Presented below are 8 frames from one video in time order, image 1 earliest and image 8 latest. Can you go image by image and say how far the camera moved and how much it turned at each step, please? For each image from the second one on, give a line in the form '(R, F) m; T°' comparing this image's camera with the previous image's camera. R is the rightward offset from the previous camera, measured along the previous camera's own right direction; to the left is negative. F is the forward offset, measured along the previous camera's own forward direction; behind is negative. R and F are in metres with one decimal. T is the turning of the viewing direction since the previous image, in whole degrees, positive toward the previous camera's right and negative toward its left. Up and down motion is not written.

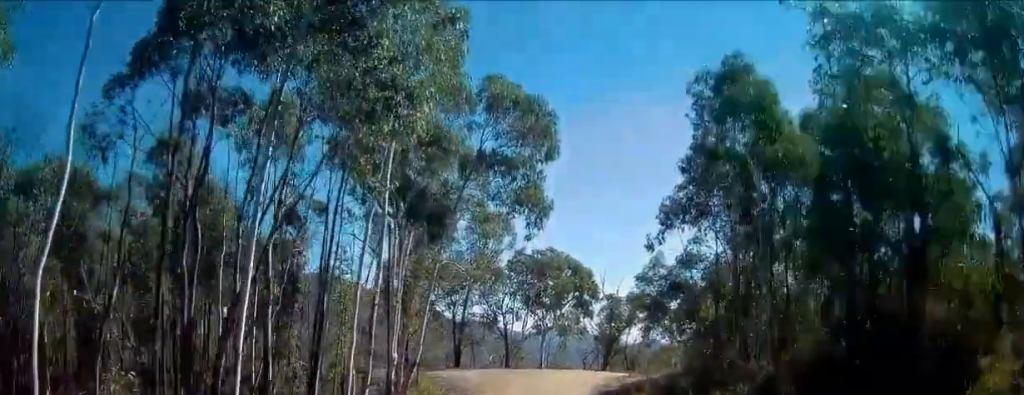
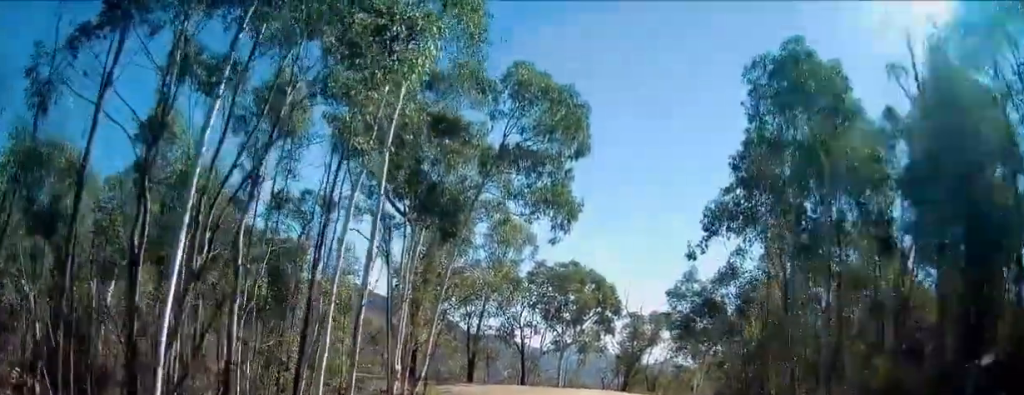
(-0.2, +2.0) m; 0°
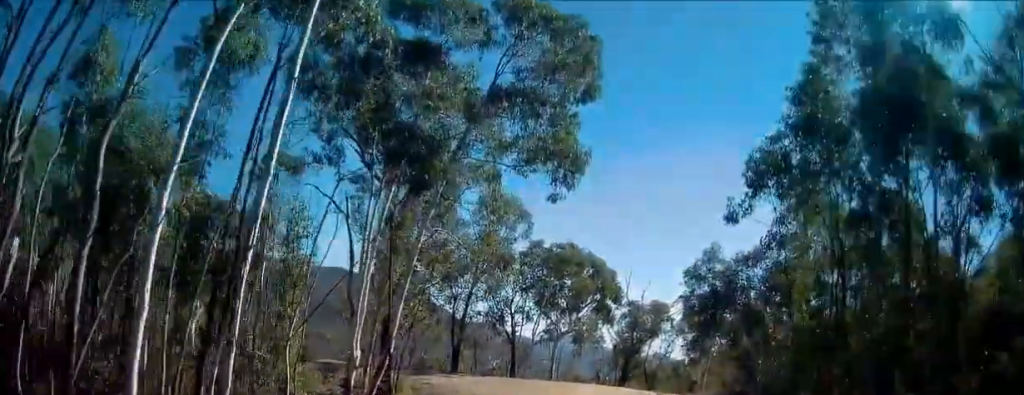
(-0.1, +3.3) m; +6°
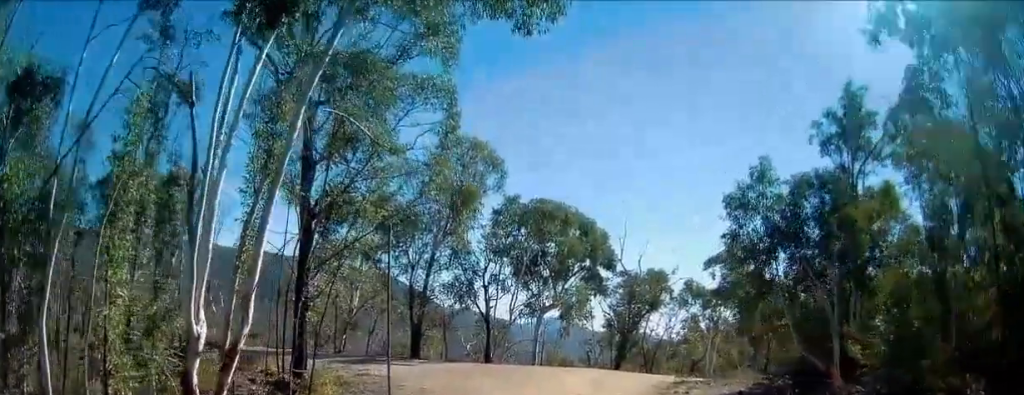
(+1.0, +6.6) m; +2°
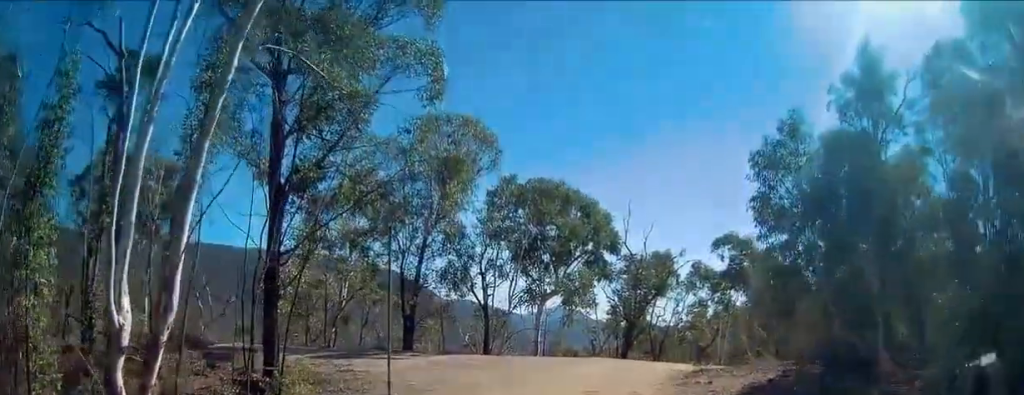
(-0.2, +1.9) m; -2°
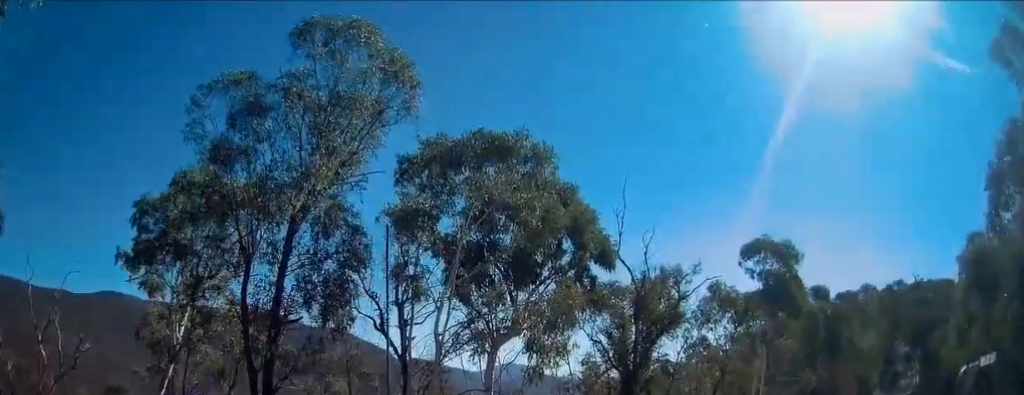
(-1.1, +13.5) m; +2°
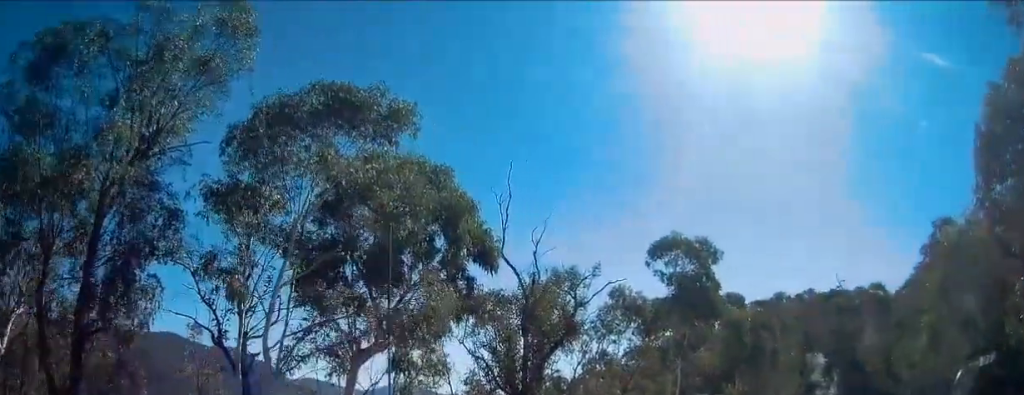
(+0.6, +4.4) m; +10°
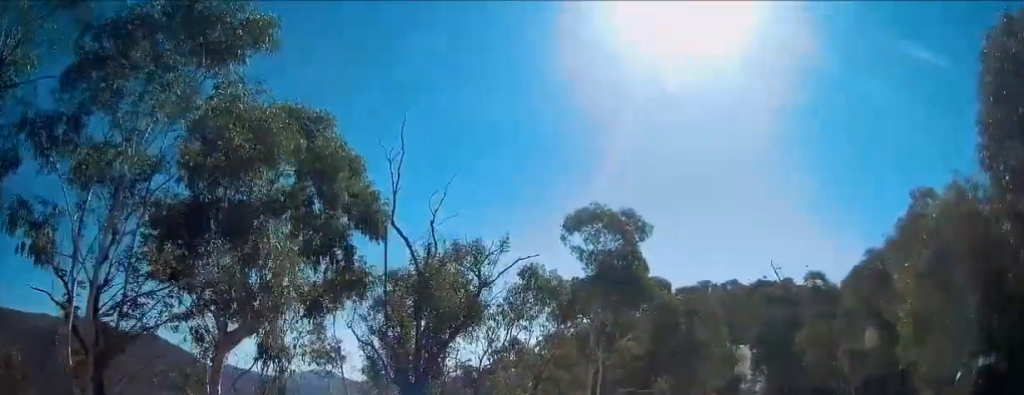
(+0.2, +3.4) m; +7°
